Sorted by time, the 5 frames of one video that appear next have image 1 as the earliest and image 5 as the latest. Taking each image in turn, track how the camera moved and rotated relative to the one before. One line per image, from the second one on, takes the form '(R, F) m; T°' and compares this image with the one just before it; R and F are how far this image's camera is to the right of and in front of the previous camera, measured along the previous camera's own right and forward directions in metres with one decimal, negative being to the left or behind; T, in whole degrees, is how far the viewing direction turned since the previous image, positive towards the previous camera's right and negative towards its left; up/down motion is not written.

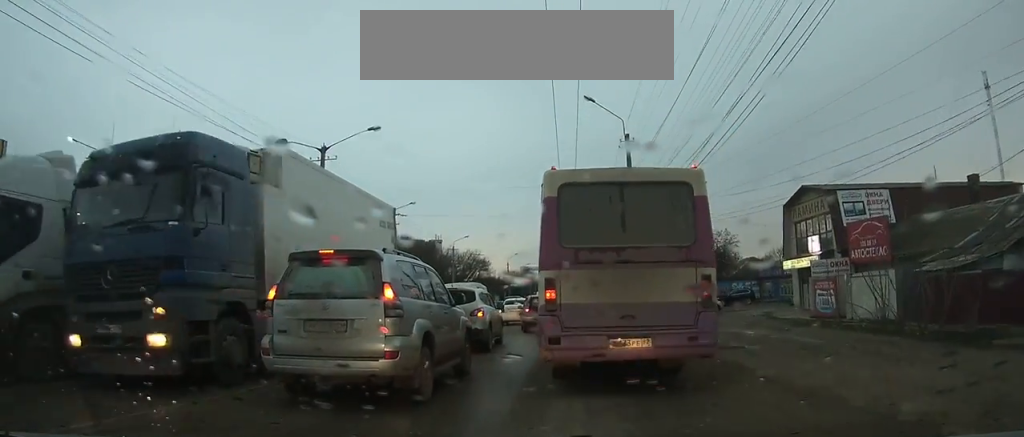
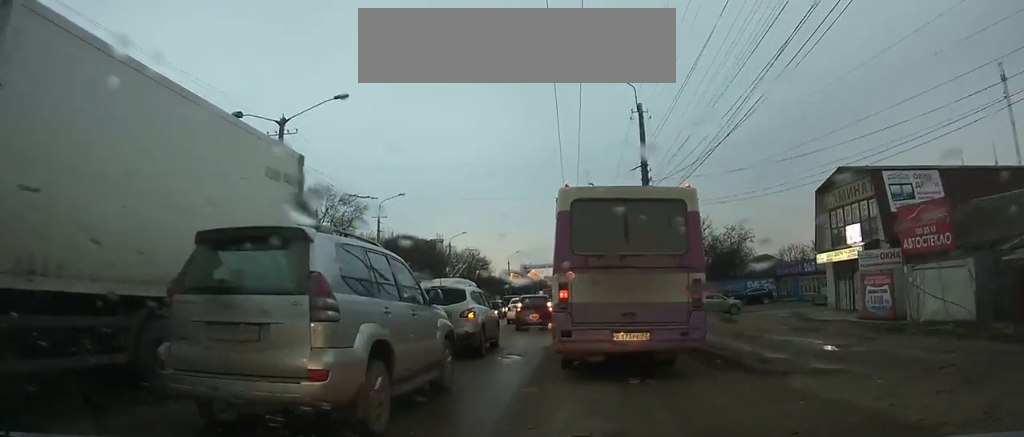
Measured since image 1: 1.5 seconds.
(0.0, +6.7) m; -1°
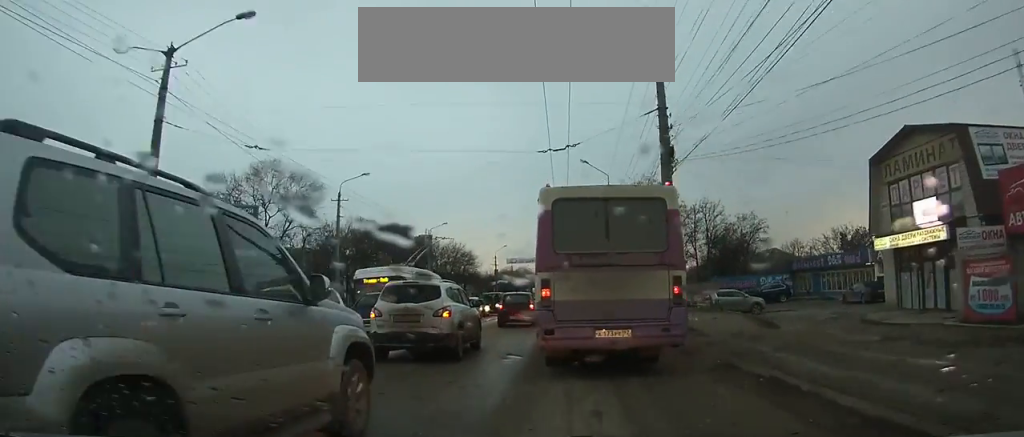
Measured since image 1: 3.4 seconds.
(+0.1, +8.8) m; -1°
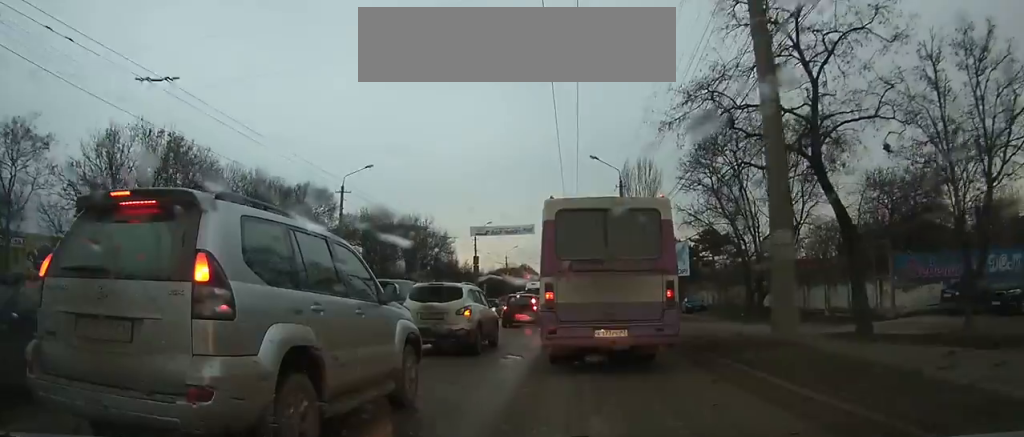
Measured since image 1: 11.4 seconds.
(-0.5, +38.6) m; +1°
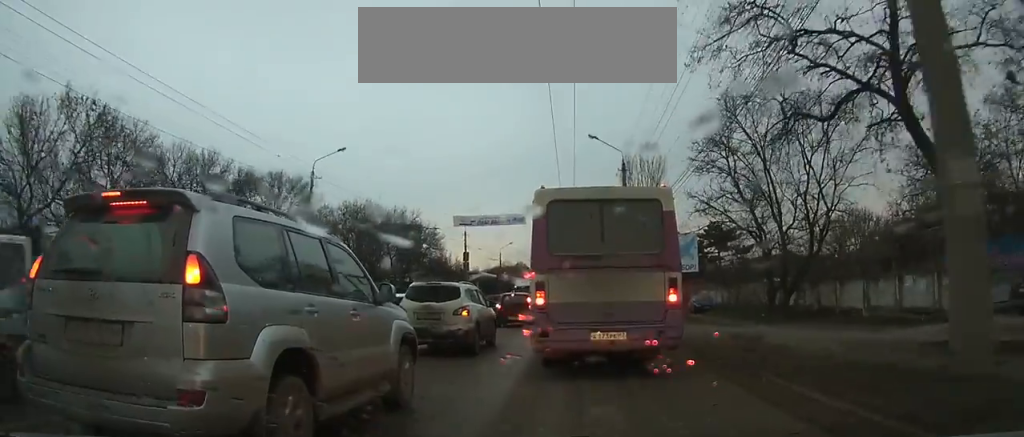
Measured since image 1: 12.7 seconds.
(0.0, +5.4) m; 0°
